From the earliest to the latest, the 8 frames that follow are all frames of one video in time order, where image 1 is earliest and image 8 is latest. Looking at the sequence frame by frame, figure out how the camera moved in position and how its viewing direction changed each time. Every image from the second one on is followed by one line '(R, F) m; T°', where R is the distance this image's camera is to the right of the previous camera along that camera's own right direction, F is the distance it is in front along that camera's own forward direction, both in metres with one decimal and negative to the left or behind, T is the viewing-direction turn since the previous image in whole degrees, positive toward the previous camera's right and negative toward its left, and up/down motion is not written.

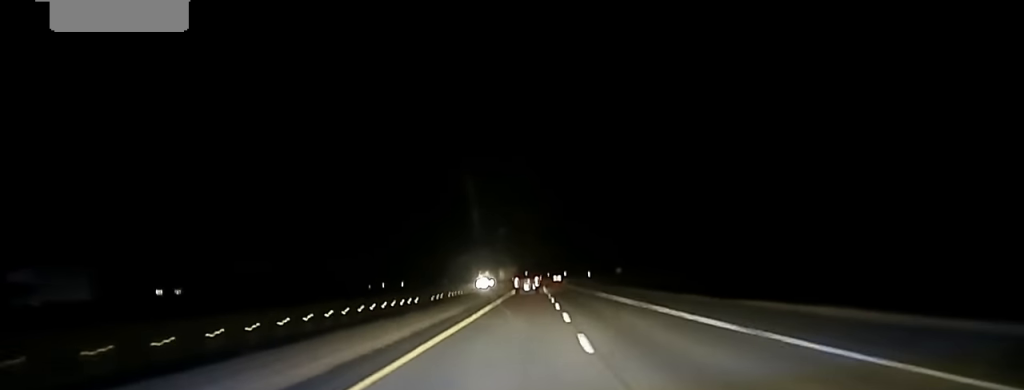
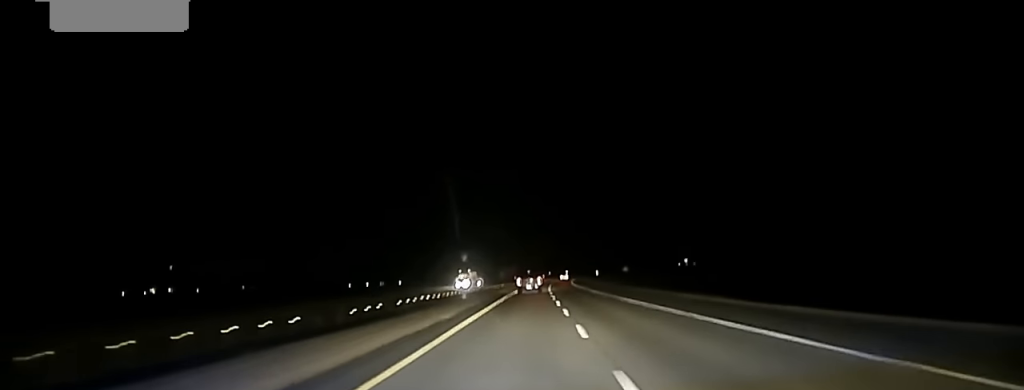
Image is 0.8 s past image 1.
(0.0, +45.3) m; 0°
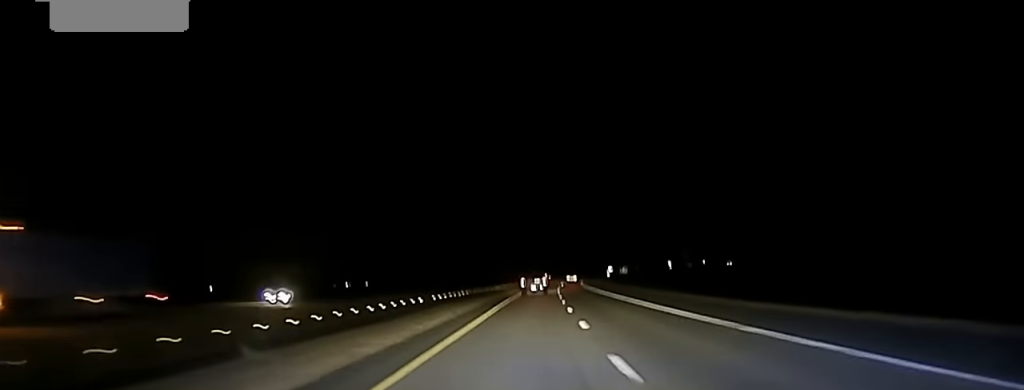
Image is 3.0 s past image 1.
(+0.8, +122.1) m; +1°
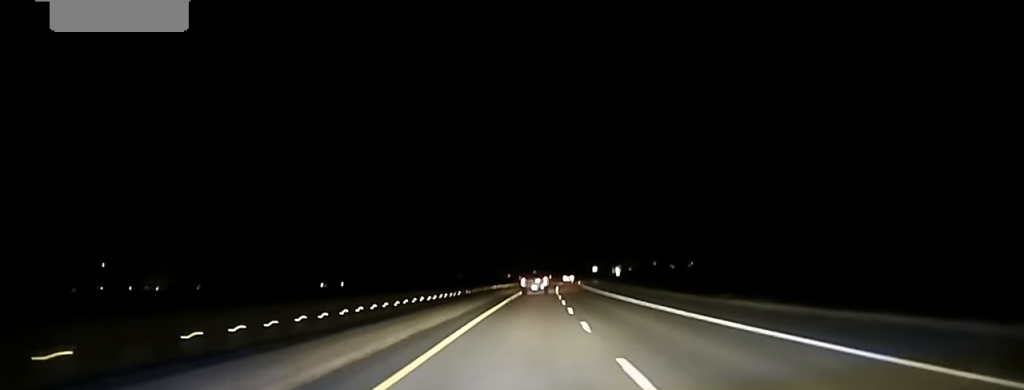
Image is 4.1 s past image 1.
(+0.6, +59.8) m; +1°
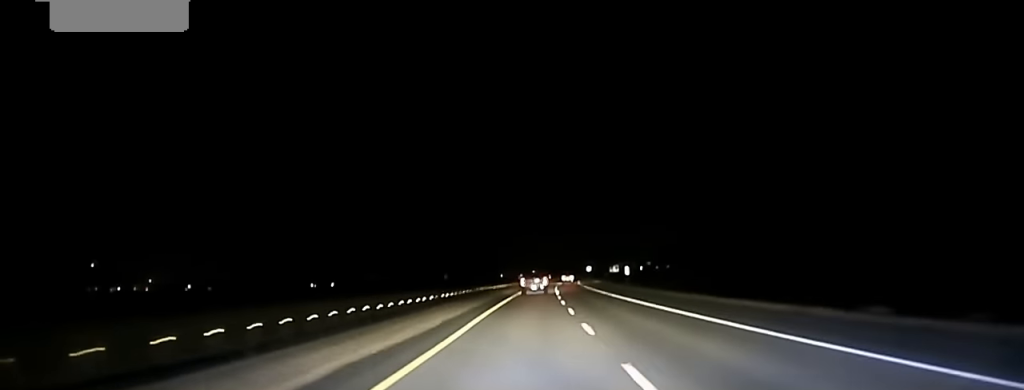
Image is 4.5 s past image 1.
(+0.1, +25.7) m; +1°
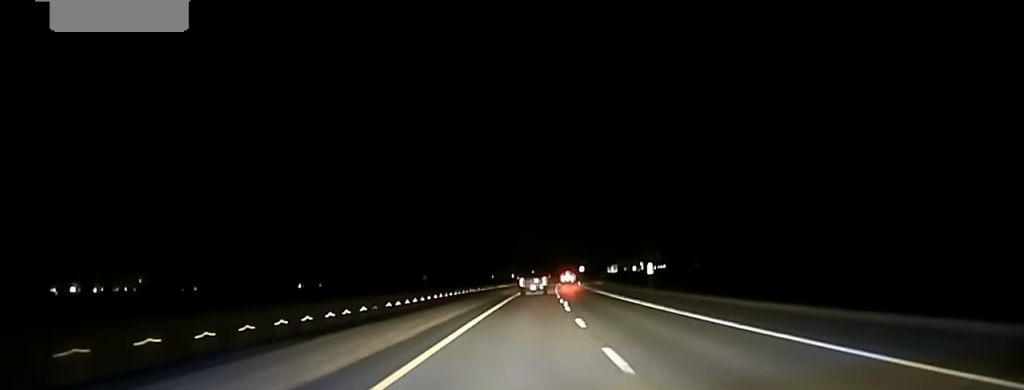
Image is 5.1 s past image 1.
(-0.1, +33.7) m; +1°
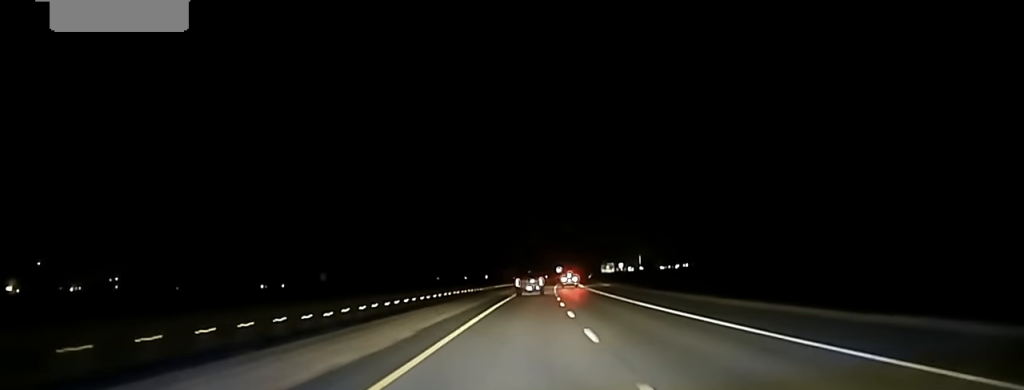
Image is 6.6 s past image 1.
(+1.5, +98.7) m; +1°
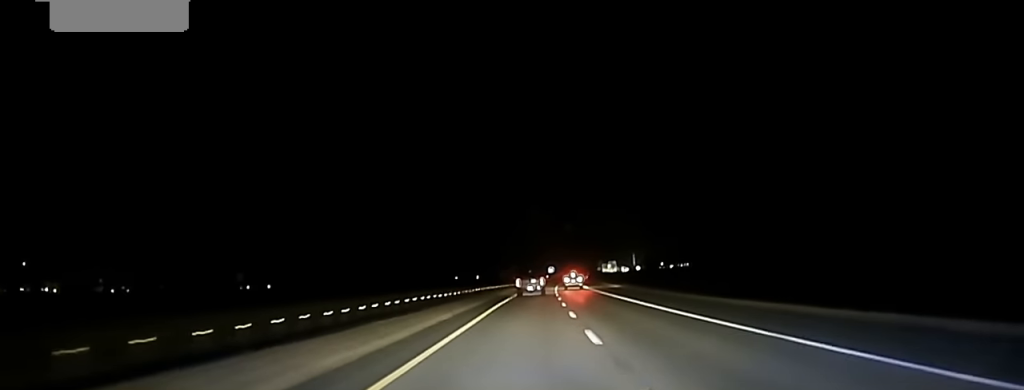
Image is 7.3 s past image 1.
(0.0, +38.7) m; 0°
